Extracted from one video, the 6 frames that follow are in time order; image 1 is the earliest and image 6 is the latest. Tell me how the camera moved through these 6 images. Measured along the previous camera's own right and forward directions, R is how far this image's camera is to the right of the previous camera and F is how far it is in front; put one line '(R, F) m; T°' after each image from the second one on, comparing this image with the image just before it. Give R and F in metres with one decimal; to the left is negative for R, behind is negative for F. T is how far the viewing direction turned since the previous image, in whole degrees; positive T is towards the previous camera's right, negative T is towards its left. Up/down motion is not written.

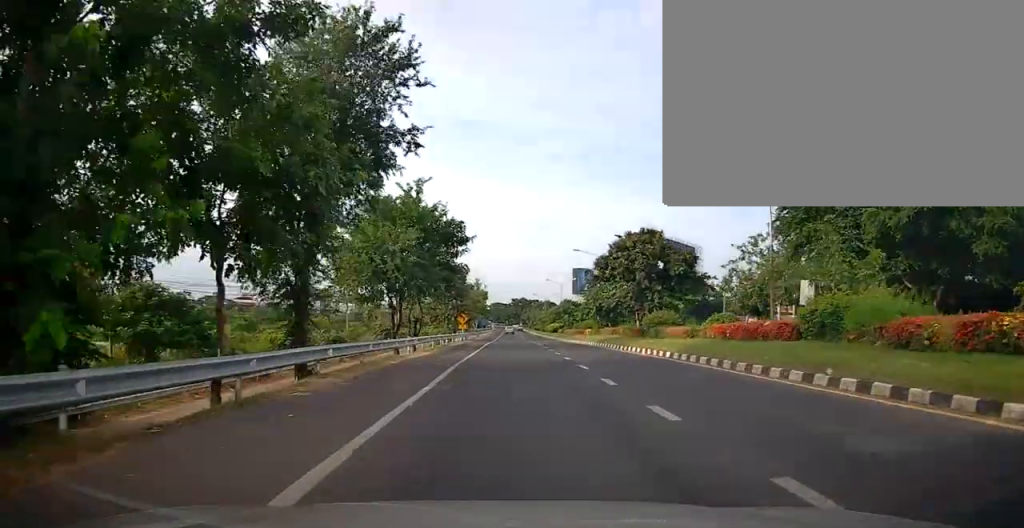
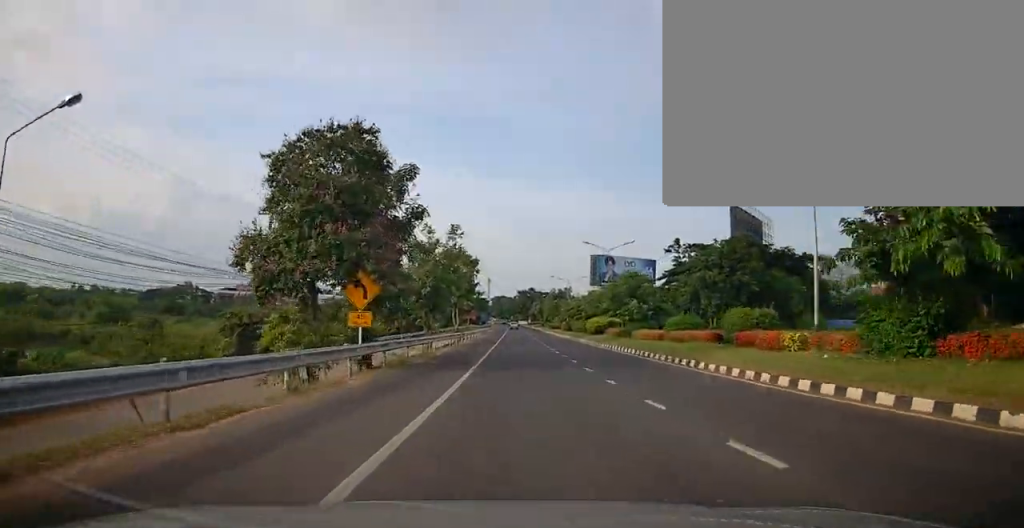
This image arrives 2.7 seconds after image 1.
(-1.2, +43.0) m; 0°
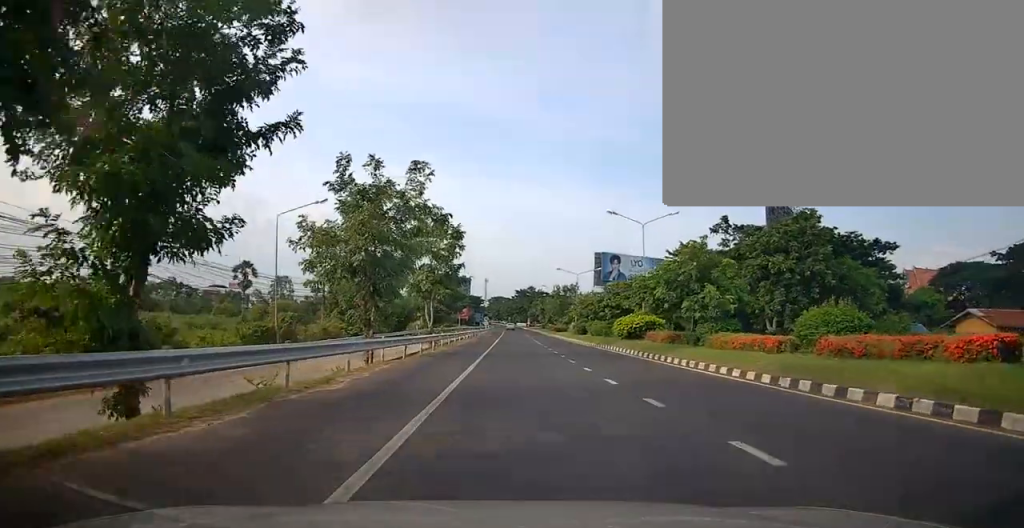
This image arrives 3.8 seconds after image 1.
(+0.5, +15.9) m; -1°
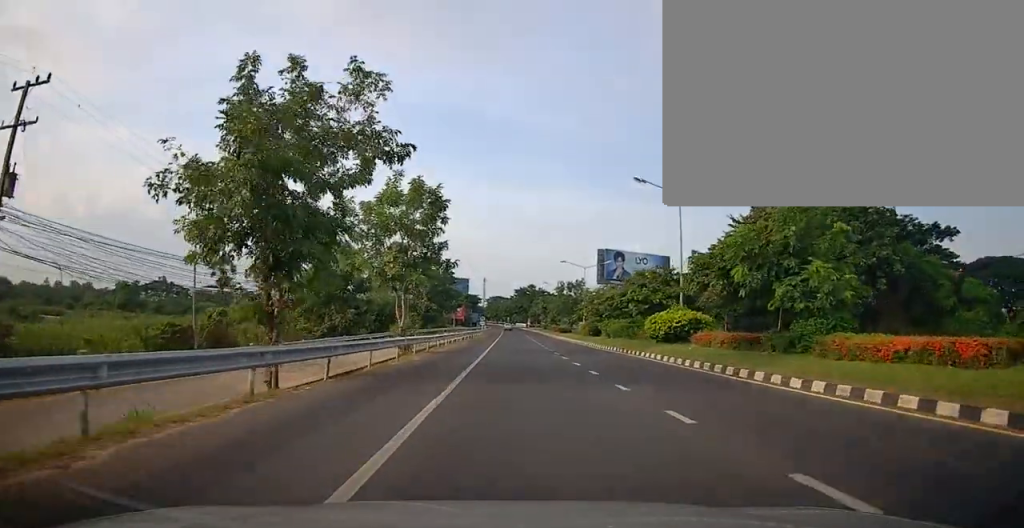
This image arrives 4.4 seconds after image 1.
(-0.4, +9.5) m; -2°
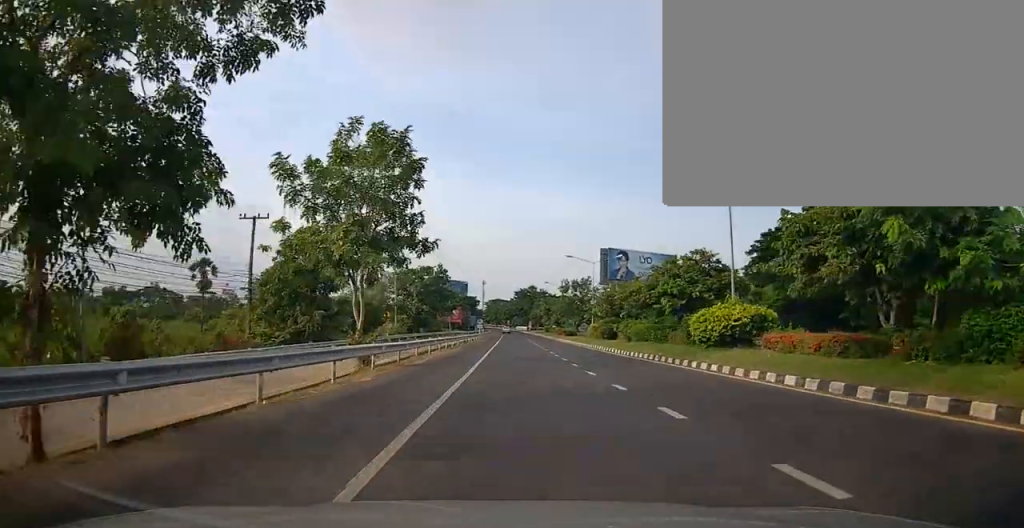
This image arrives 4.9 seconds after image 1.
(-0.1, +7.7) m; 0°
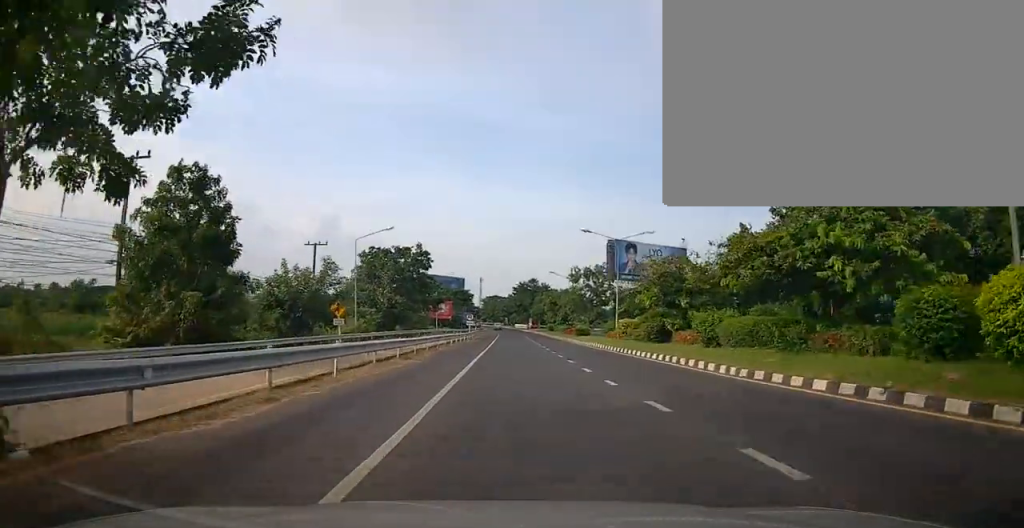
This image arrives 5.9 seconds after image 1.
(+0.3, +15.6) m; +2°
